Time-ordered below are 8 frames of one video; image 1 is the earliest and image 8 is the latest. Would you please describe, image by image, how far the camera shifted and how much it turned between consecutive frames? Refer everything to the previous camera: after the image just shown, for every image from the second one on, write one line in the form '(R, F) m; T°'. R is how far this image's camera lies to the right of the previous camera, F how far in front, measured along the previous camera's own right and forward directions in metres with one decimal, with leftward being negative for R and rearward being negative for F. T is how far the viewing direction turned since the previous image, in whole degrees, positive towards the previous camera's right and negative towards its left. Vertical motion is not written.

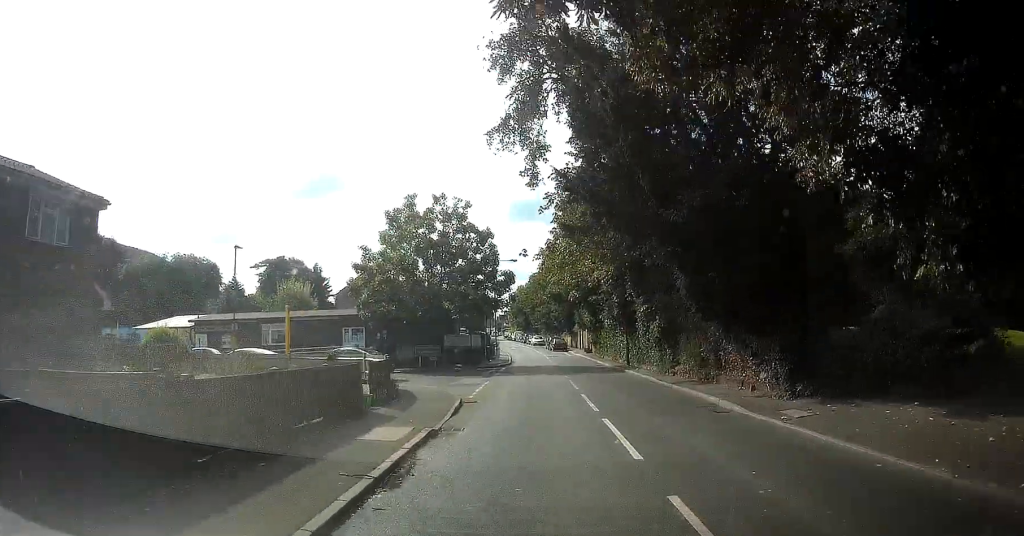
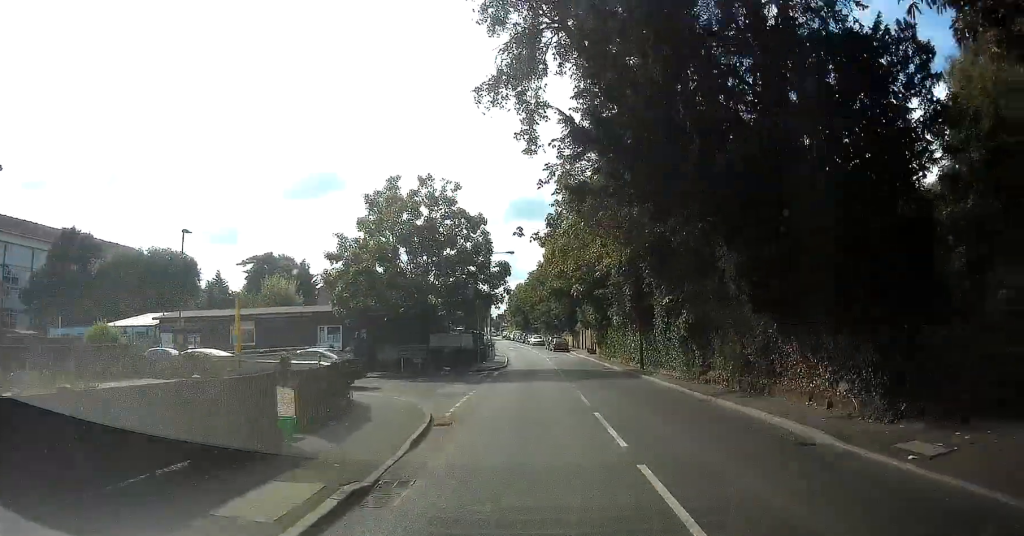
(0.0, +4.5) m; 0°
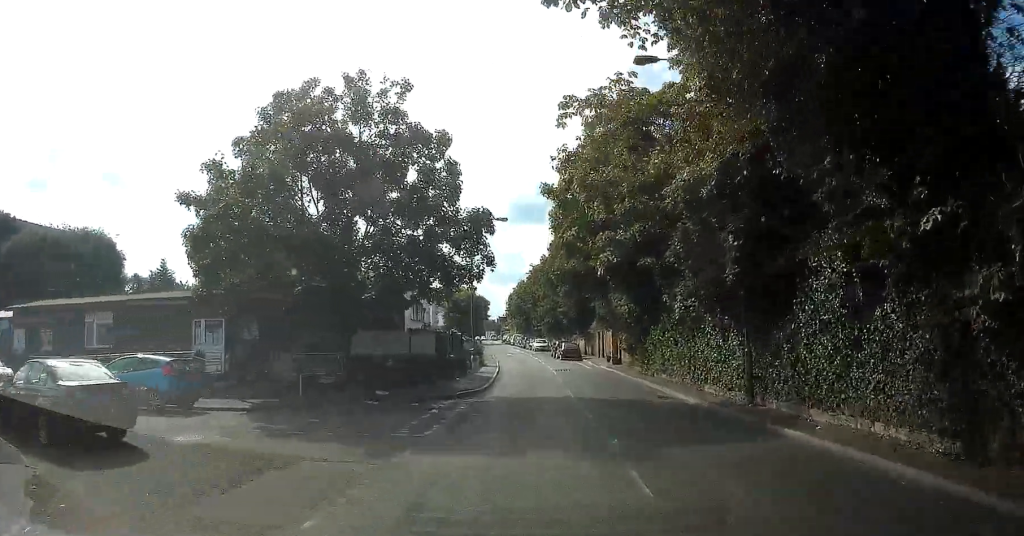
(0.0, +14.1) m; 0°
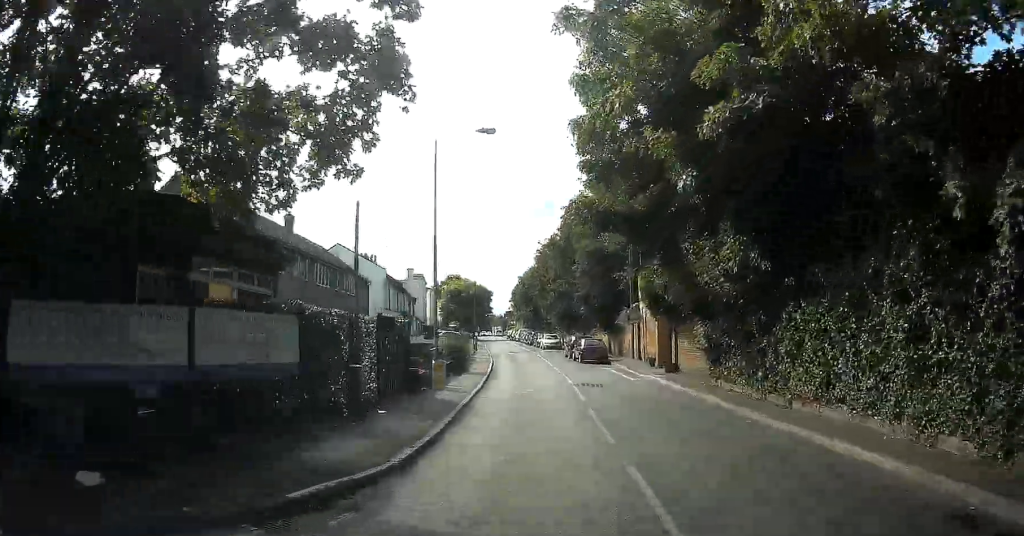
(0.0, +13.9) m; 0°
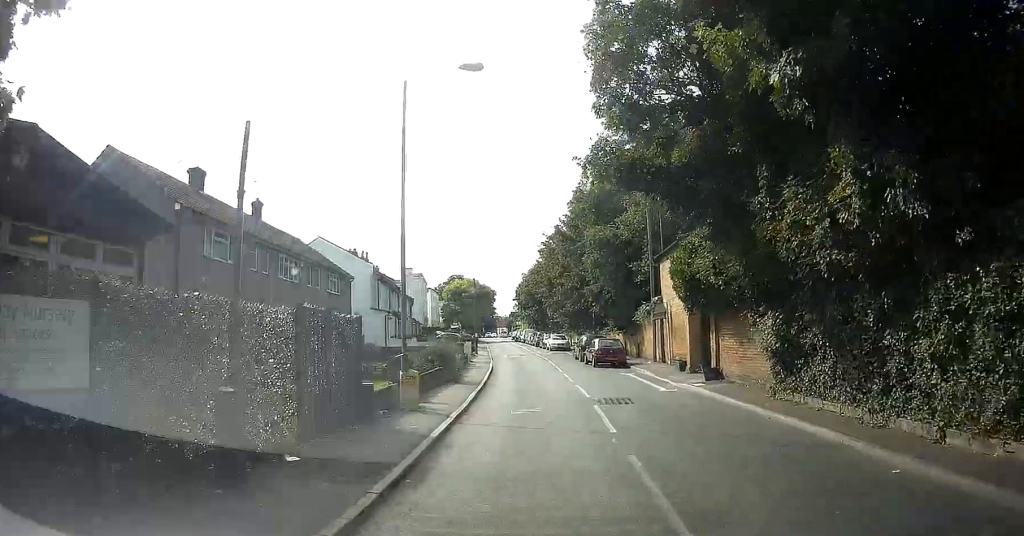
(0.0, +5.0) m; 0°
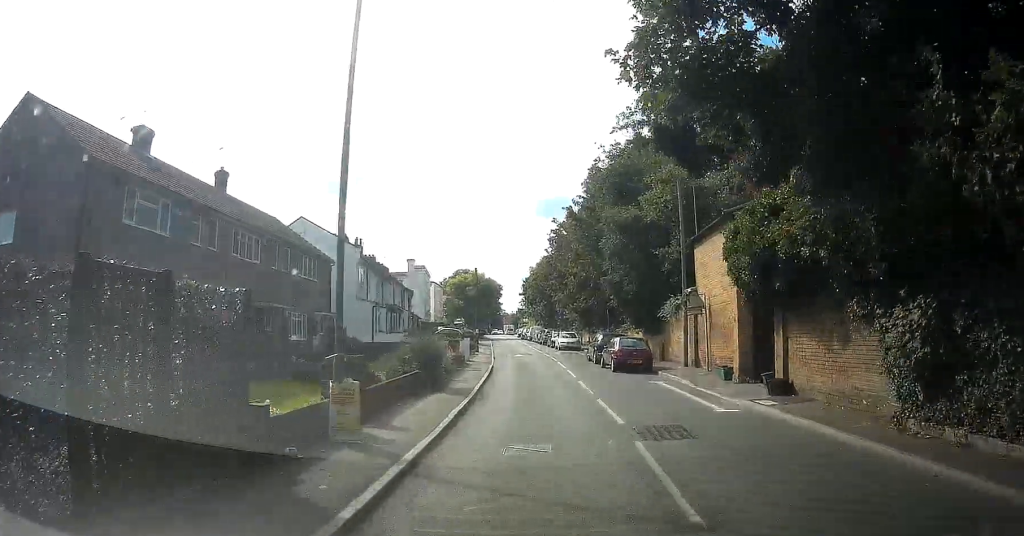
(0.0, +5.0) m; -1°
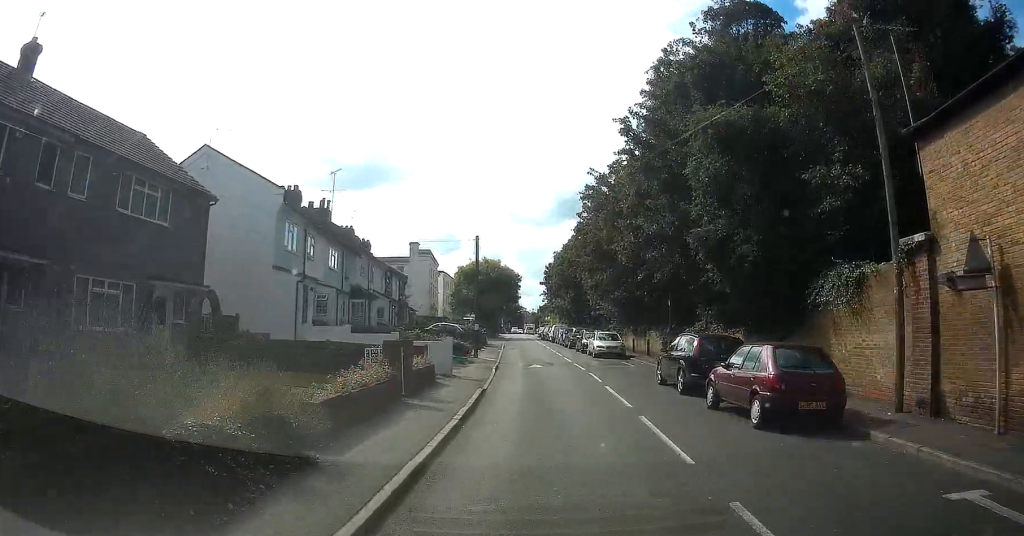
(-0.3, +14.5) m; -3°
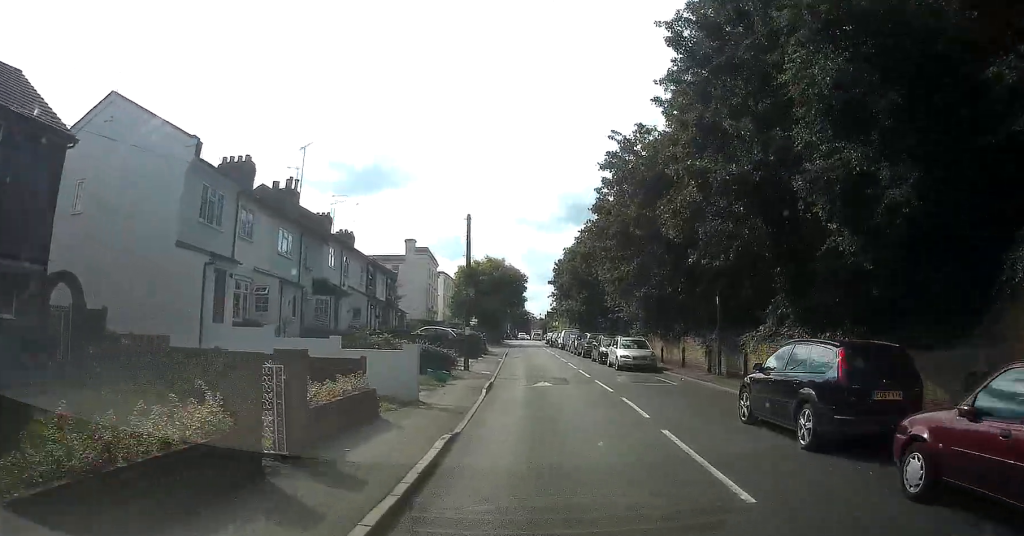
(-0.1, +7.1) m; -1°
